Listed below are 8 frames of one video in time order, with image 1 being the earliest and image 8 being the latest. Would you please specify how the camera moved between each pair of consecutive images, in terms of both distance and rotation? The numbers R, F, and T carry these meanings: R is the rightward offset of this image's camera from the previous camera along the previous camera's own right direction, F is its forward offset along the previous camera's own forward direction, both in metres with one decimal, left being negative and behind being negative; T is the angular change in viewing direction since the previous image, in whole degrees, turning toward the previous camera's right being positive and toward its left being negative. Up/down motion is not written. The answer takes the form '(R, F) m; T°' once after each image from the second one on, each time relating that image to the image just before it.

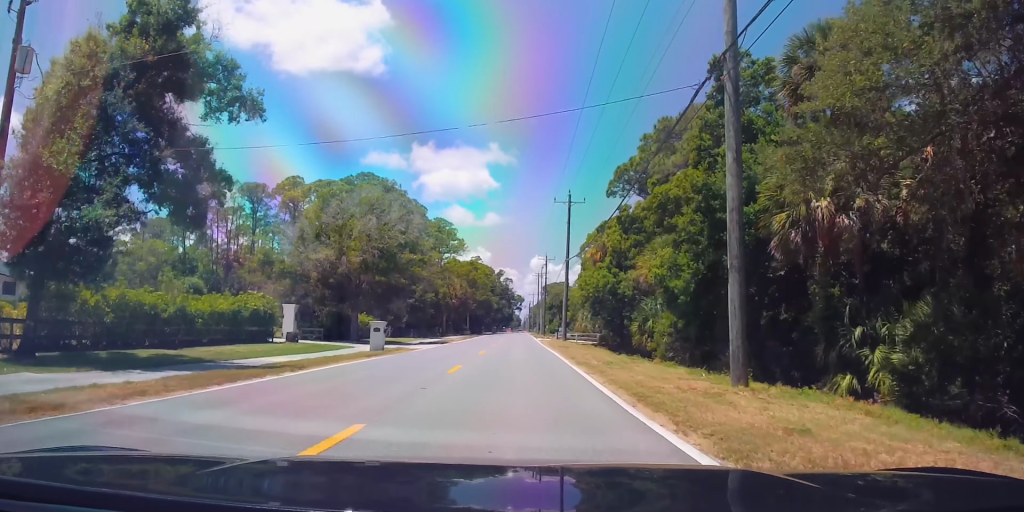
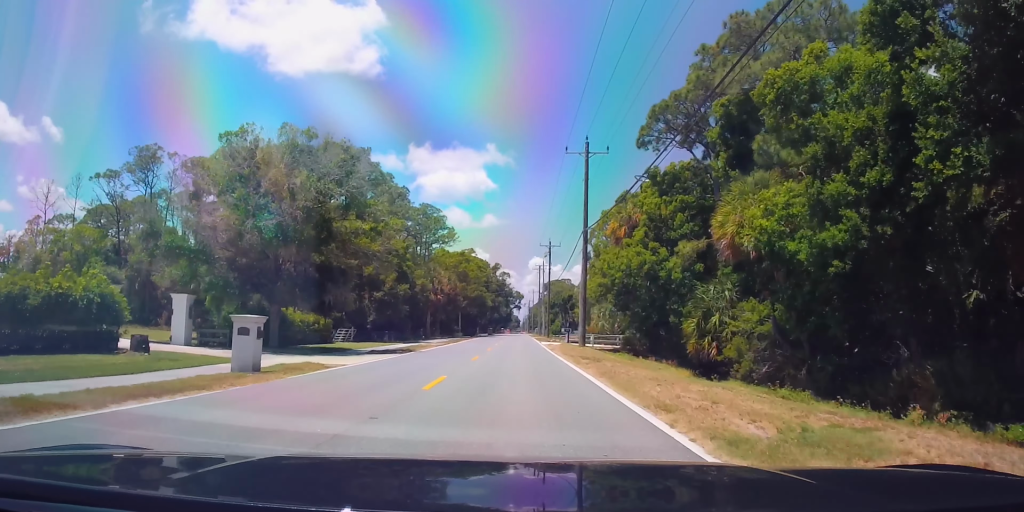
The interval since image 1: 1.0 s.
(0.0, +16.3) m; 0°
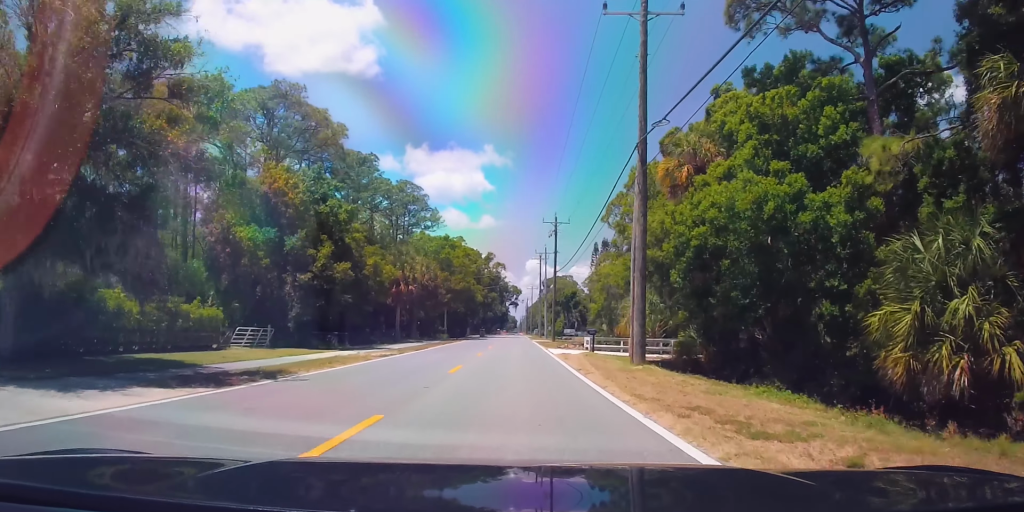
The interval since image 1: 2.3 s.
(0.0, +19.2) m; 0°
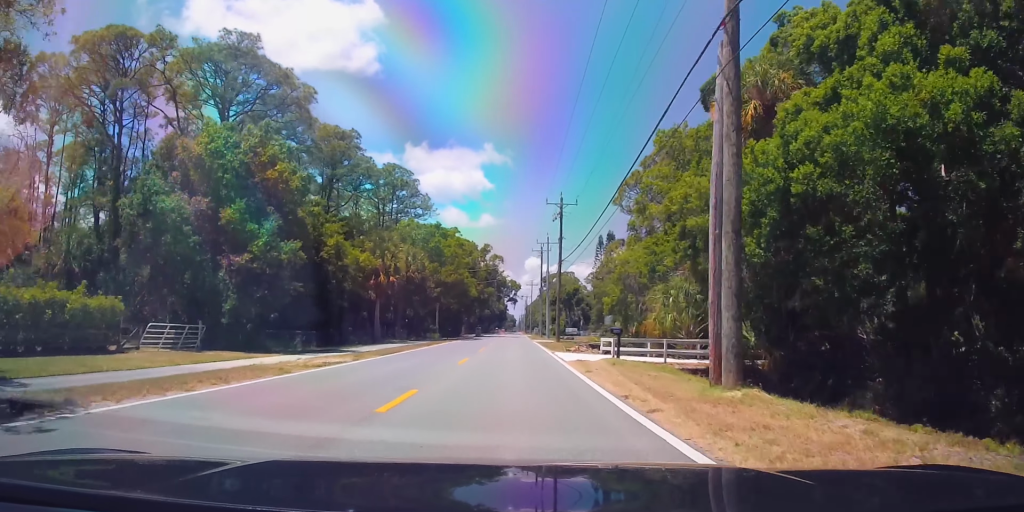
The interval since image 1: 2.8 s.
(0.0, +8.8) m; 0°
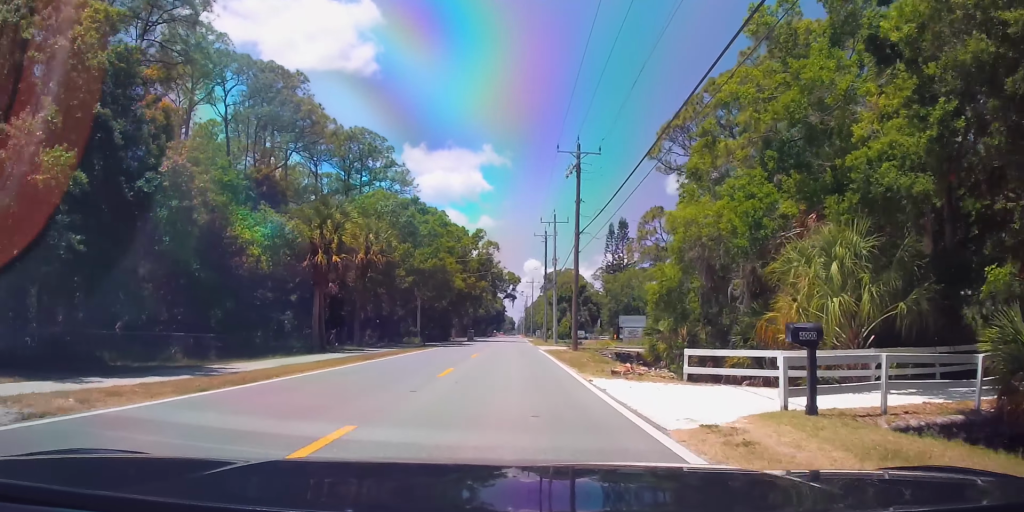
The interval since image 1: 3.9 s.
(0.0, +16.4) m; -1°
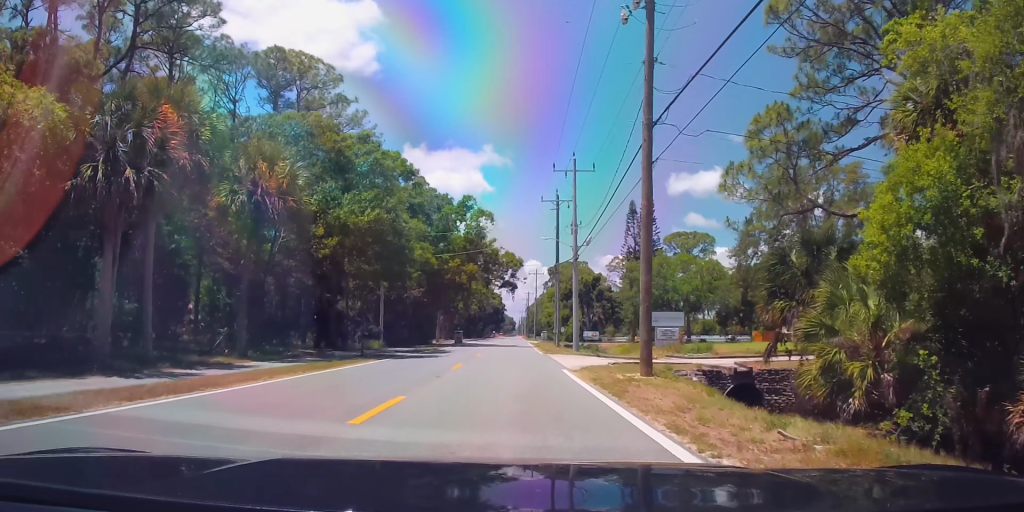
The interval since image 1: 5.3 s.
(-0.6, +20.9) m; -1°
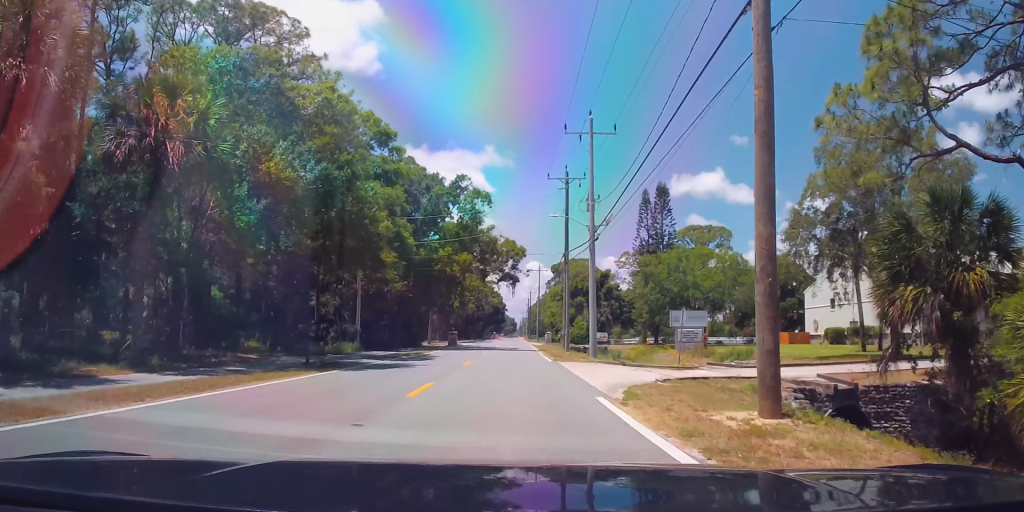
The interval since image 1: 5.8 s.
(+0.1, +8.5) m; +1°
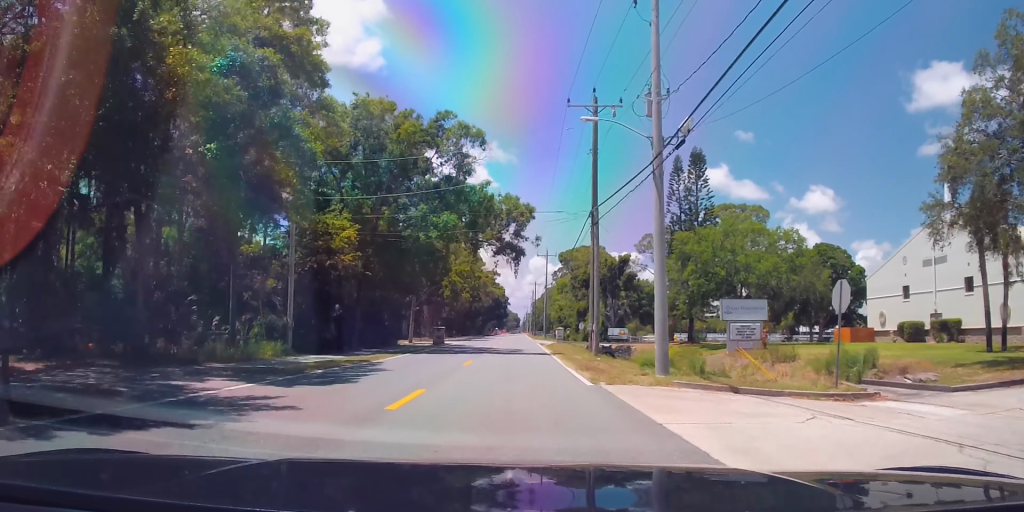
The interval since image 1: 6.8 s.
(+0.3, +14.7) m; +1°
